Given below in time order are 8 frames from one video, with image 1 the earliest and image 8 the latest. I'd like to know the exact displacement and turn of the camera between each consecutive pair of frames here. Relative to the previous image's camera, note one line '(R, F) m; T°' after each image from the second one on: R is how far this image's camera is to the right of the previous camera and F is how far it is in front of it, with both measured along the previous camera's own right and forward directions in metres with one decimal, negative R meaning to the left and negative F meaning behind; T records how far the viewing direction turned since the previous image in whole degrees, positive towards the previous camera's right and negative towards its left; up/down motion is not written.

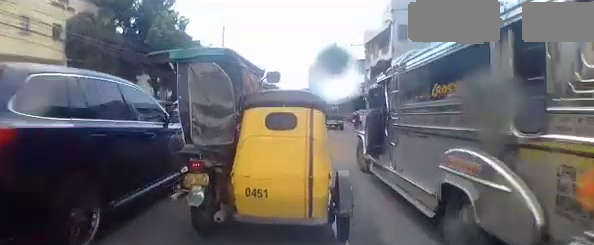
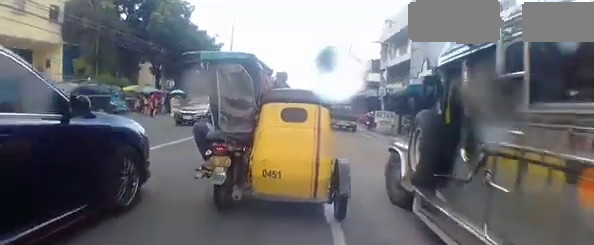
(-0.1, +2.3) m; 0°
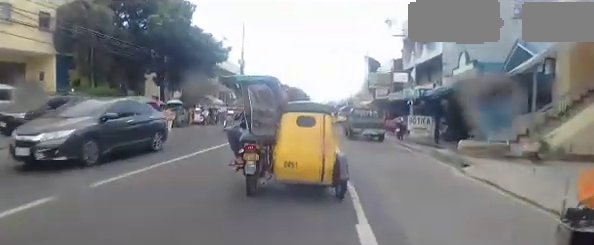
(+0.1, +3.4) m; +1°
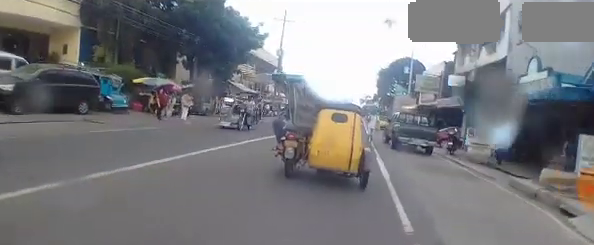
(0.0, +2.5) m; -2°
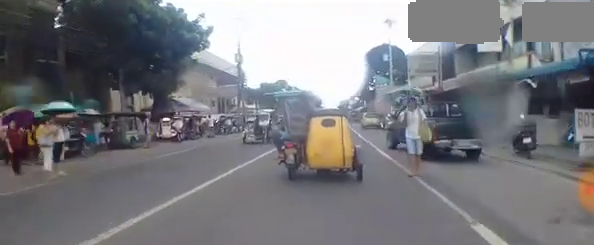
(0.0, +6.8) m; +5°
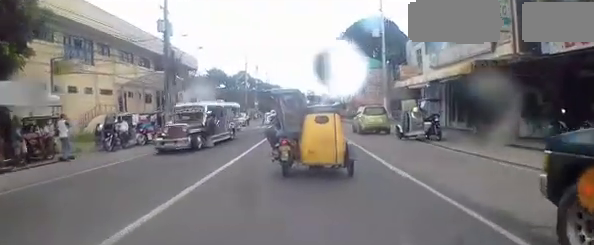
(+0.2, +13.1) m; -5°
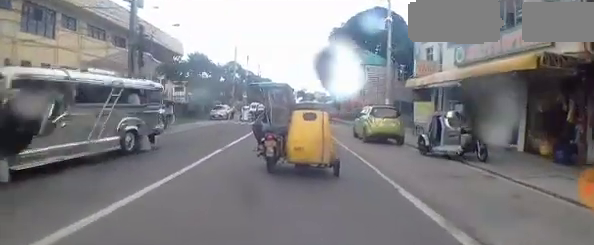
(0.0, +5.1) m; +1°
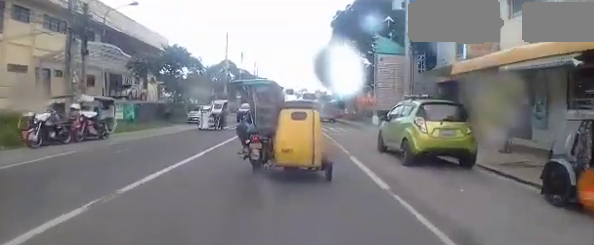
(+0.3, +6.6) m; +4°
